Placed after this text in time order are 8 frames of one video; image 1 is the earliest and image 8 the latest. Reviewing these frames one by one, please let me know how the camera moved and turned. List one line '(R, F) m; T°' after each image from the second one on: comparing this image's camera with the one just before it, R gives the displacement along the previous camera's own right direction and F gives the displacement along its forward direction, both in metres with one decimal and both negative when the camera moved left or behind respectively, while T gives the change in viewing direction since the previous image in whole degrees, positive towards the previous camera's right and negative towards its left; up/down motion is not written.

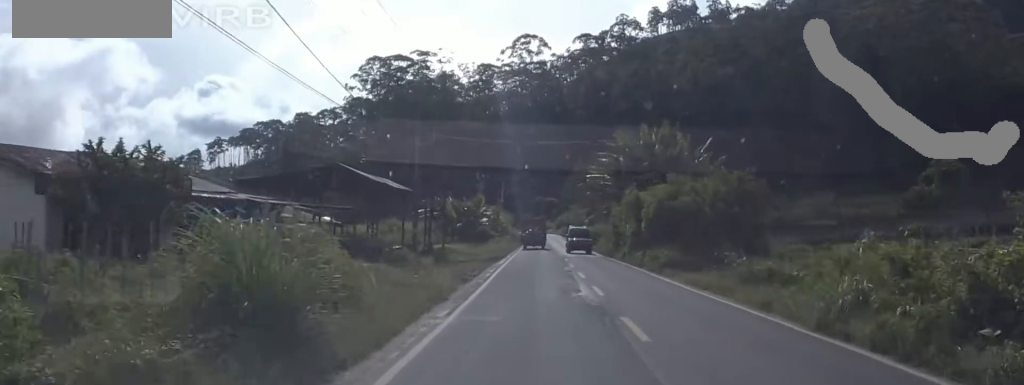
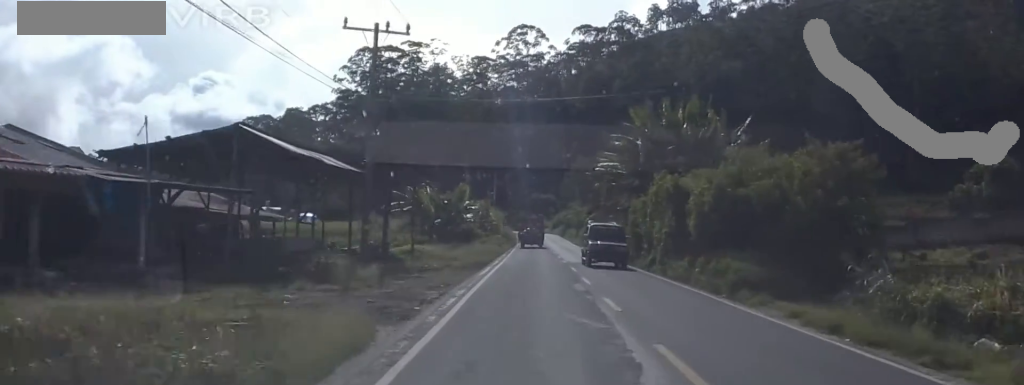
(+0.1, +12.3) m; 0°
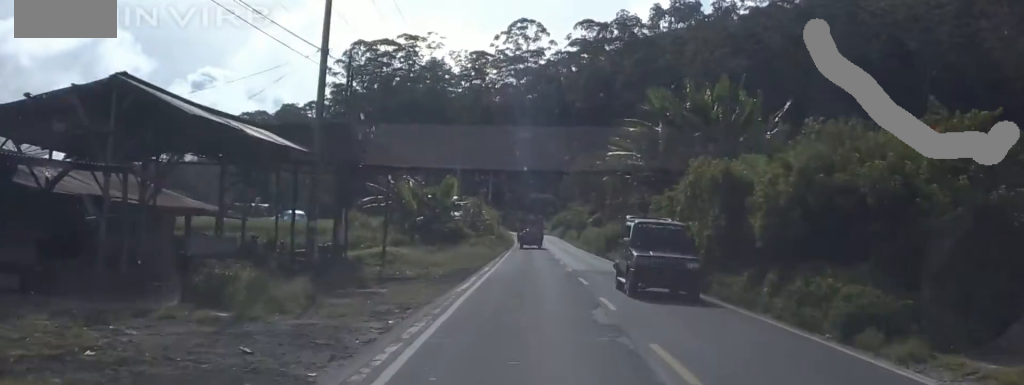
(0.0, +7.8) m; 0°
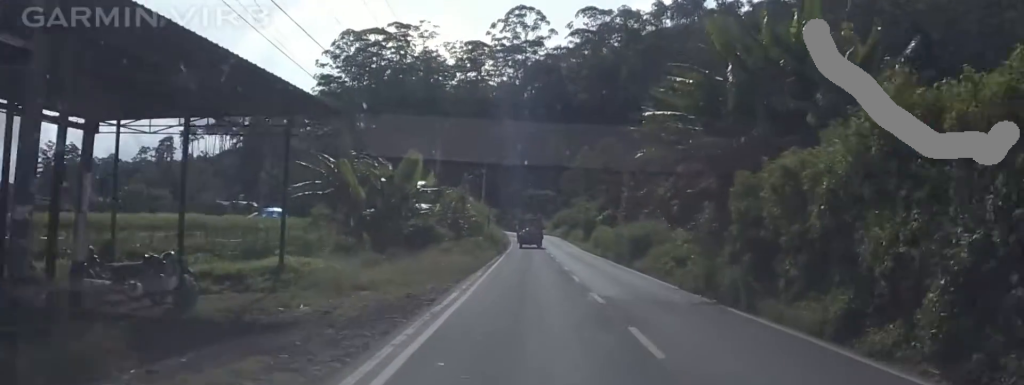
(-0.2, +14.3) m; -1°
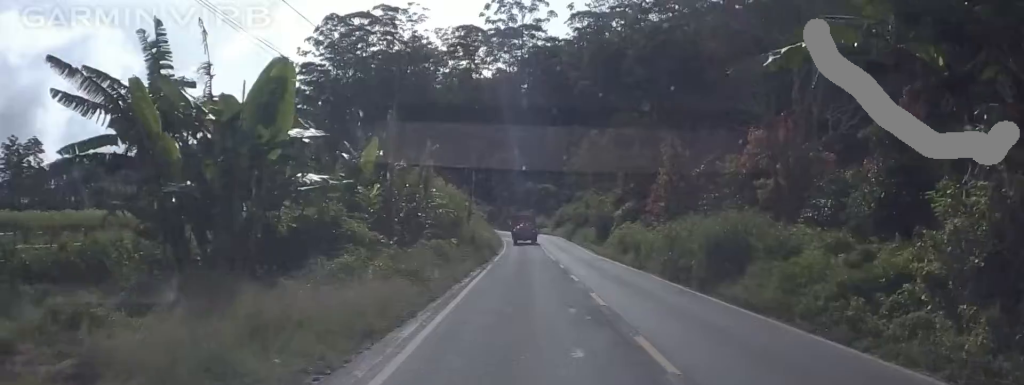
(-0.6, +17.6) m; -1°
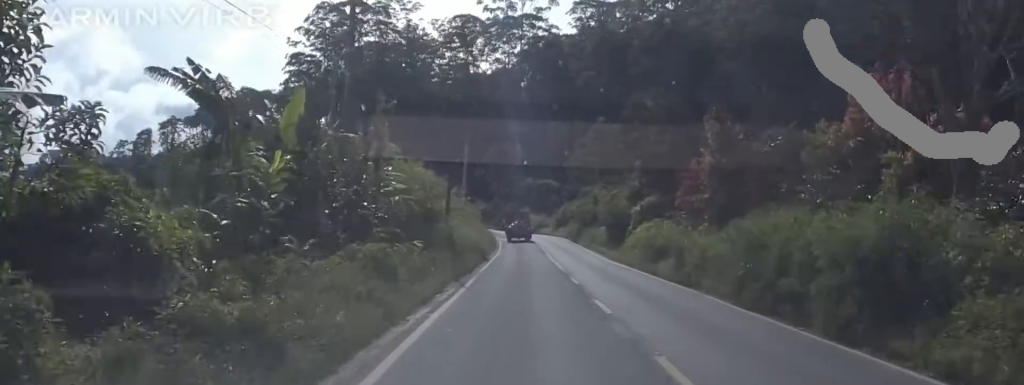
(-0.2, +10.4) m; +2°
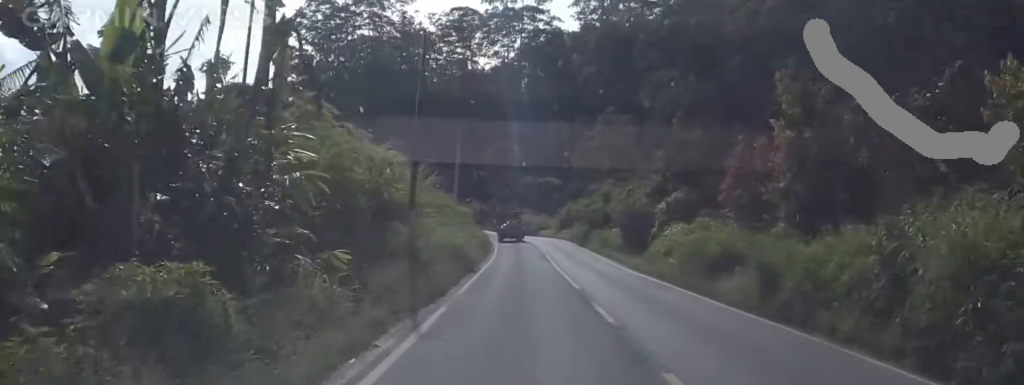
(+1.4, +9.3) m; 0°
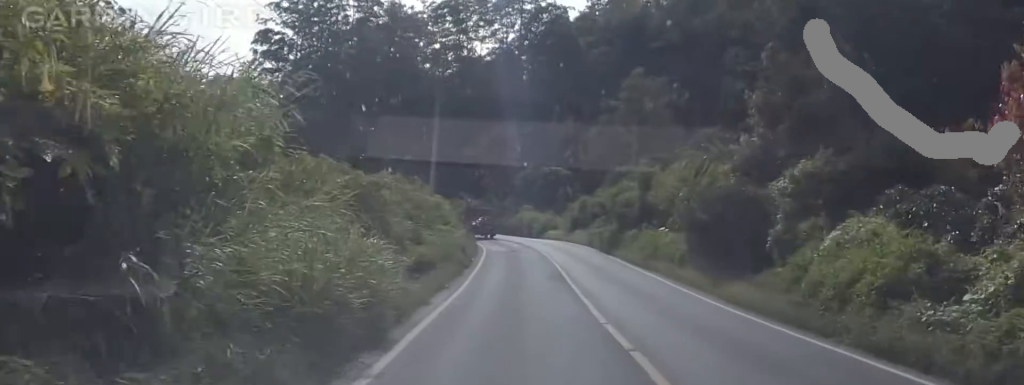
(-1.8, +19.5) m; -4°
